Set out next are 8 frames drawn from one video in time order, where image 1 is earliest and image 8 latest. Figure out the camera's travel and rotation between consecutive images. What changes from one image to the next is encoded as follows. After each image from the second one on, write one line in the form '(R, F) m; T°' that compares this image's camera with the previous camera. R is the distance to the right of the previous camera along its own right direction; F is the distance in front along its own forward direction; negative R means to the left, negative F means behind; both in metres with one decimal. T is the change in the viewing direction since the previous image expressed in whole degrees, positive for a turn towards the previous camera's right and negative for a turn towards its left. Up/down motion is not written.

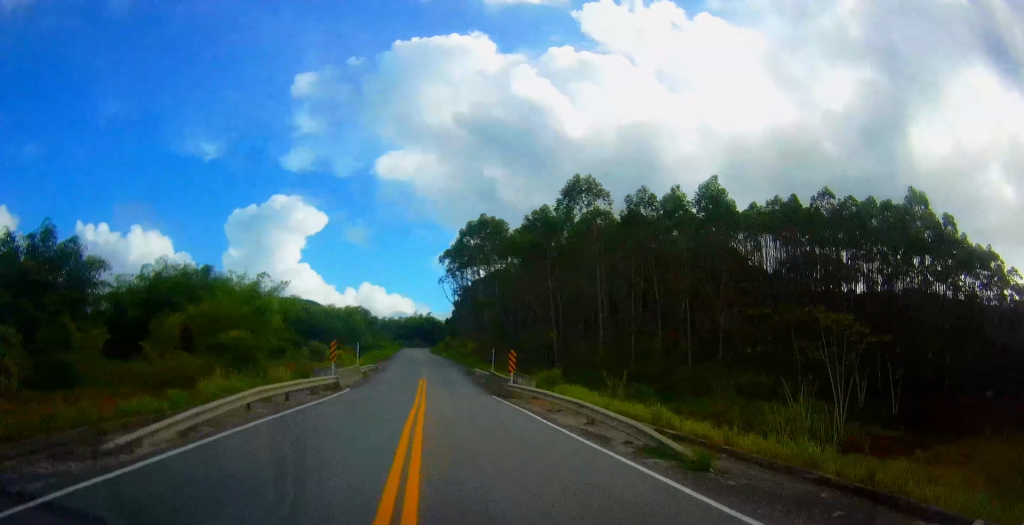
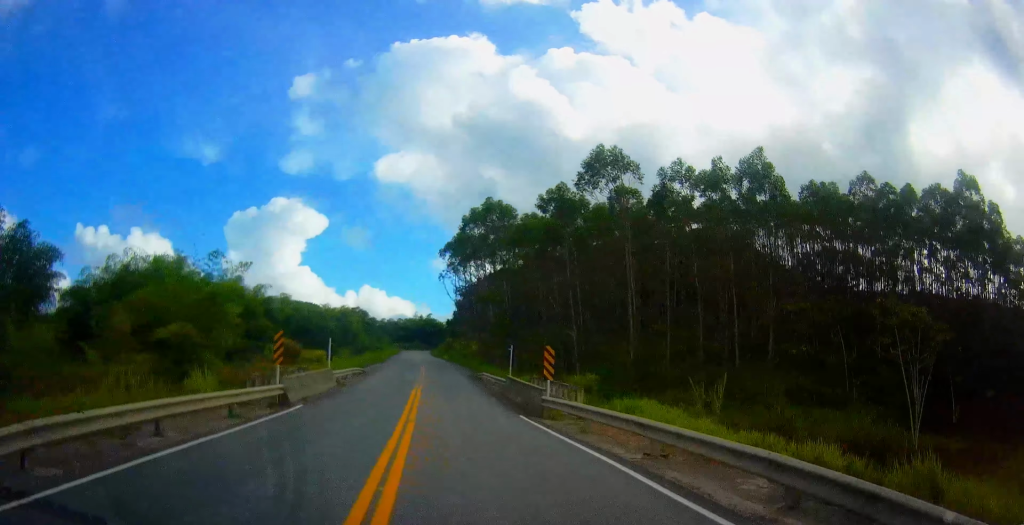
(+0.1, +9.3) m; +1°
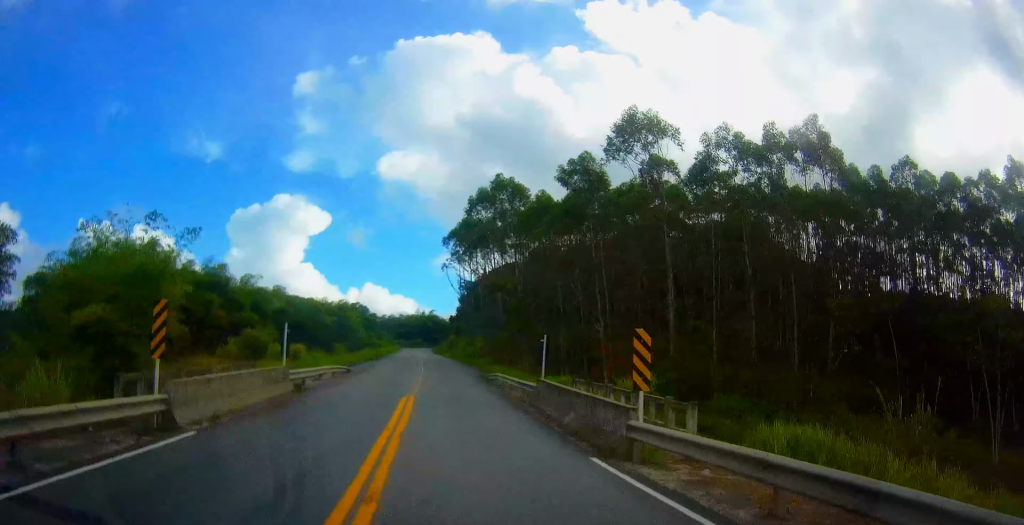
(+0.2, +8.5) m; +1°
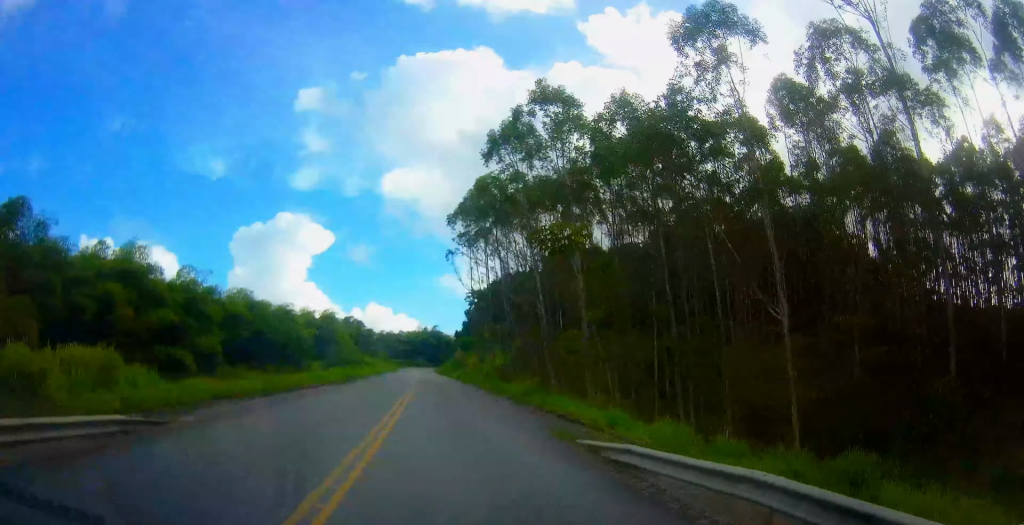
(+0.3, +26.4) m; +1°
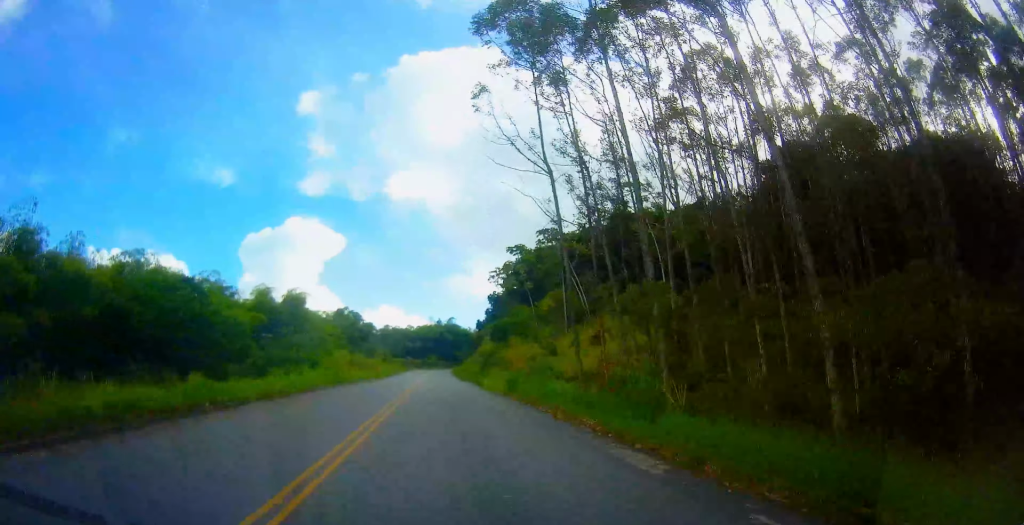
(0.0, +44.0) m; 0°
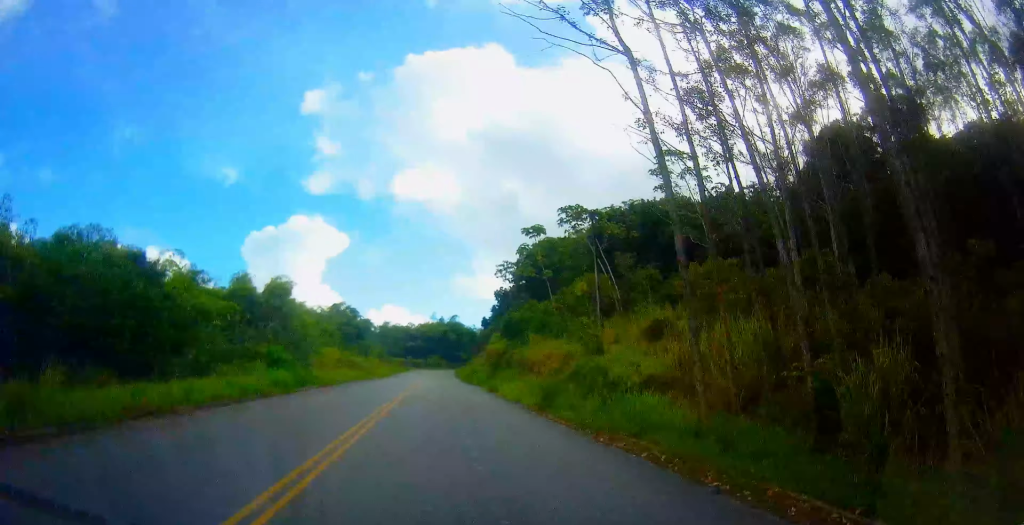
(0.0, +11.2) m; 0°
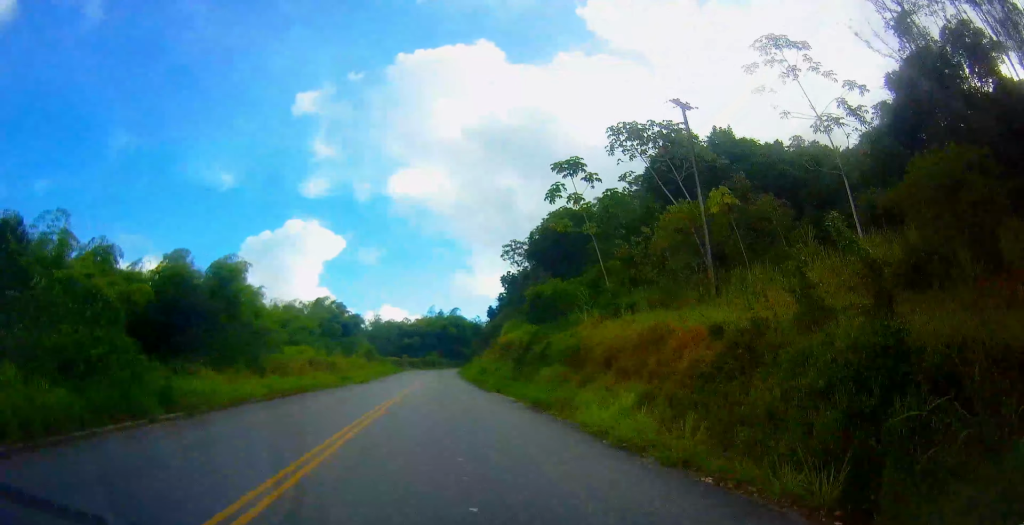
(0.0, +20.5) m; -1°
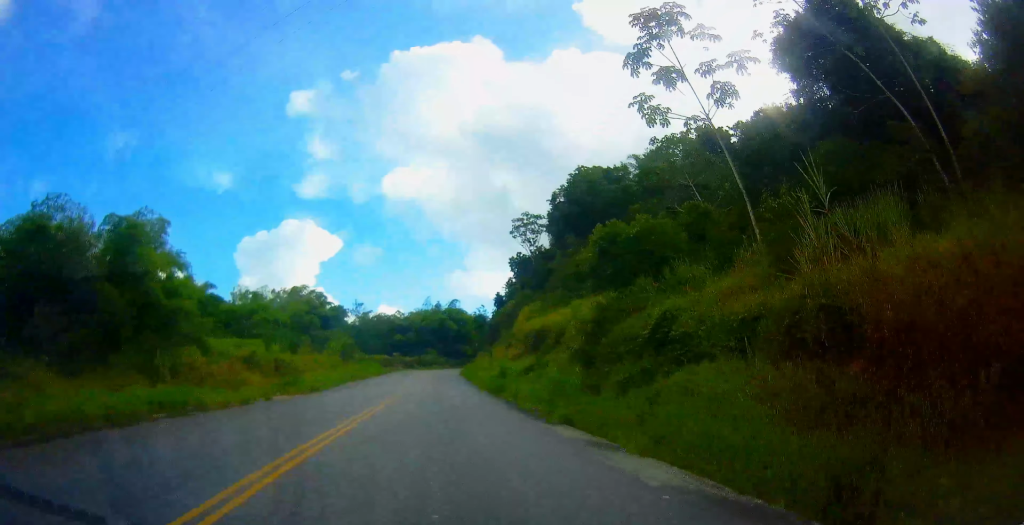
(-0.4, +21.4) m; -1°
